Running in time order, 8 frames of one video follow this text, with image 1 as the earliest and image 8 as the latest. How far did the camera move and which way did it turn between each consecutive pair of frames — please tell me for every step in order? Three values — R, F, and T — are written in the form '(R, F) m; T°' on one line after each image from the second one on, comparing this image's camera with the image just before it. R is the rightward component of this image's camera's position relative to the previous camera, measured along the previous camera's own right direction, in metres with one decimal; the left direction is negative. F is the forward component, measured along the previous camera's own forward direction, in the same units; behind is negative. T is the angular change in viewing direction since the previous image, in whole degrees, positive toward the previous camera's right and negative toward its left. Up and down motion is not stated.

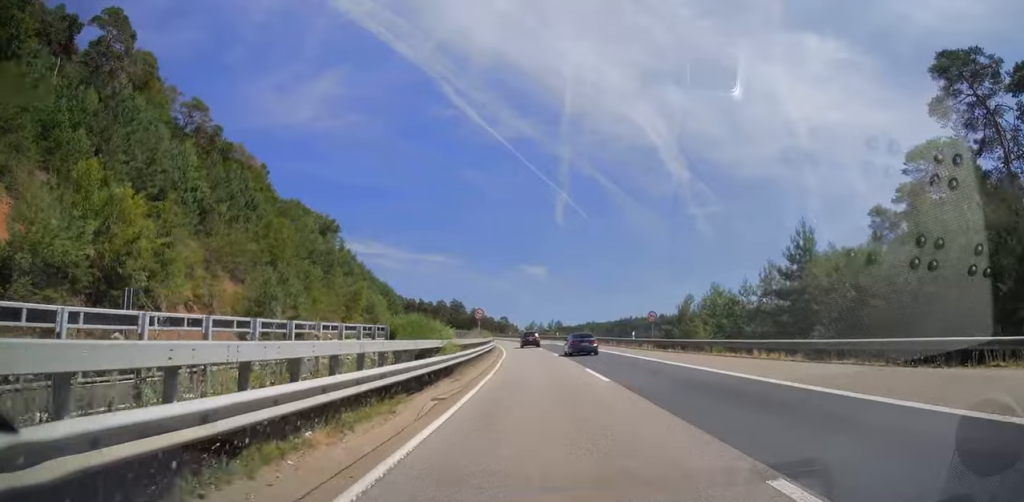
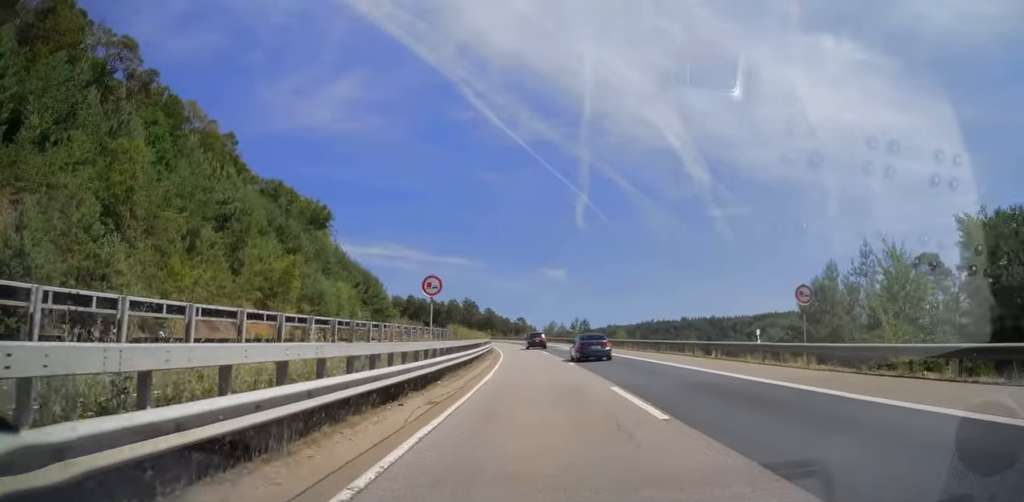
(-0.4, +26.0) m; -2°
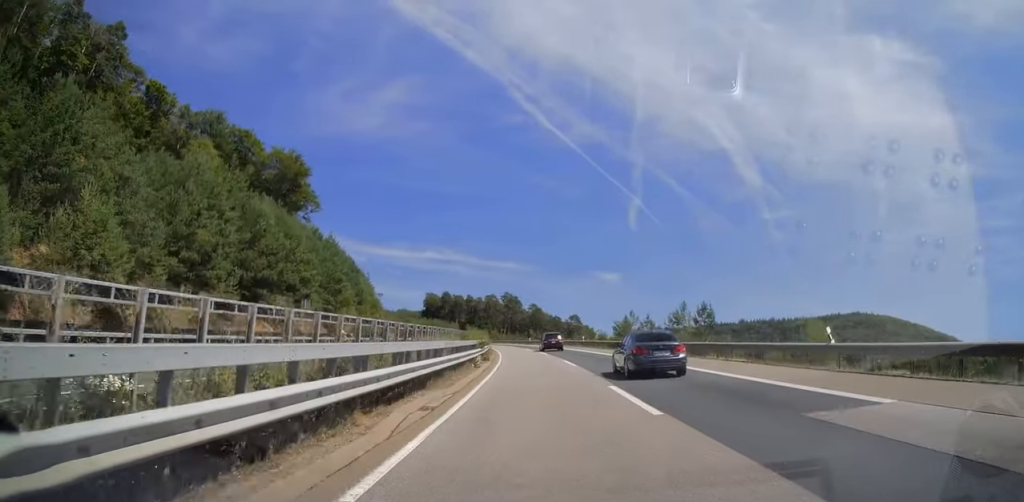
(-1.5, +53.9) m; -4°
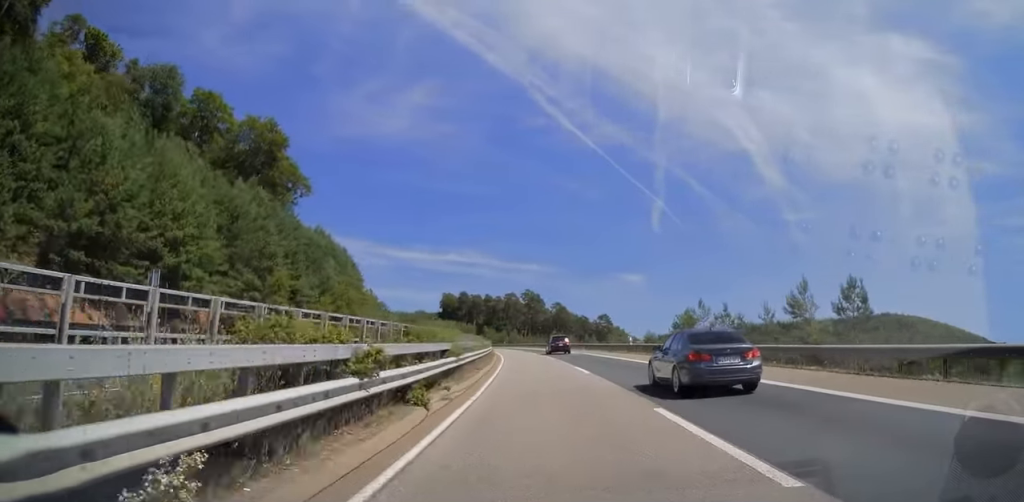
(-0.7, +22.9) m; -2°
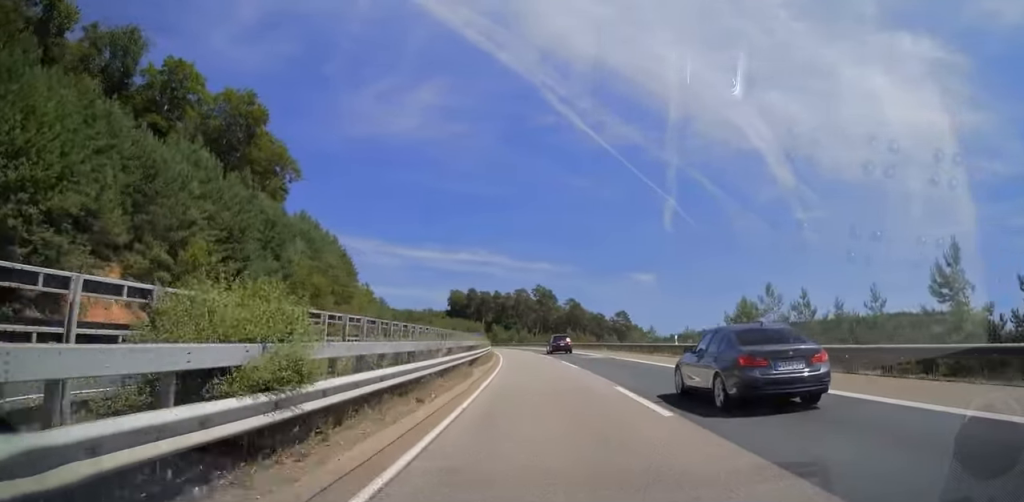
(-0.2, +13.4) m; -1°
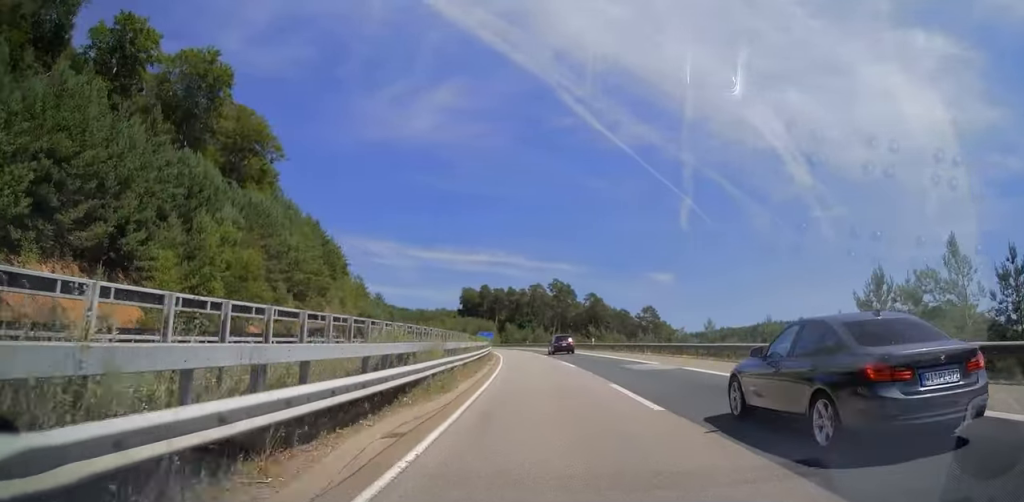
(-0.1, +17.2) m; -2°
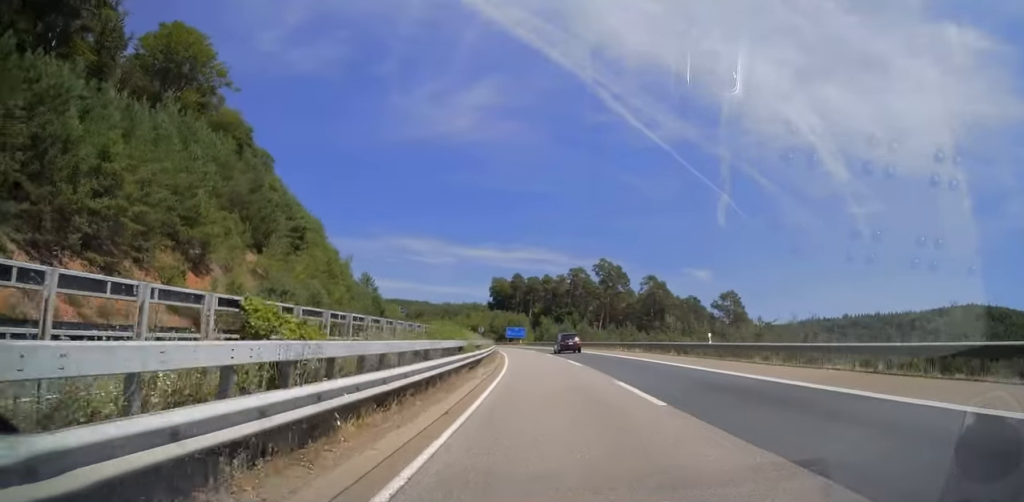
(-1.2, +35.8) m; -3°
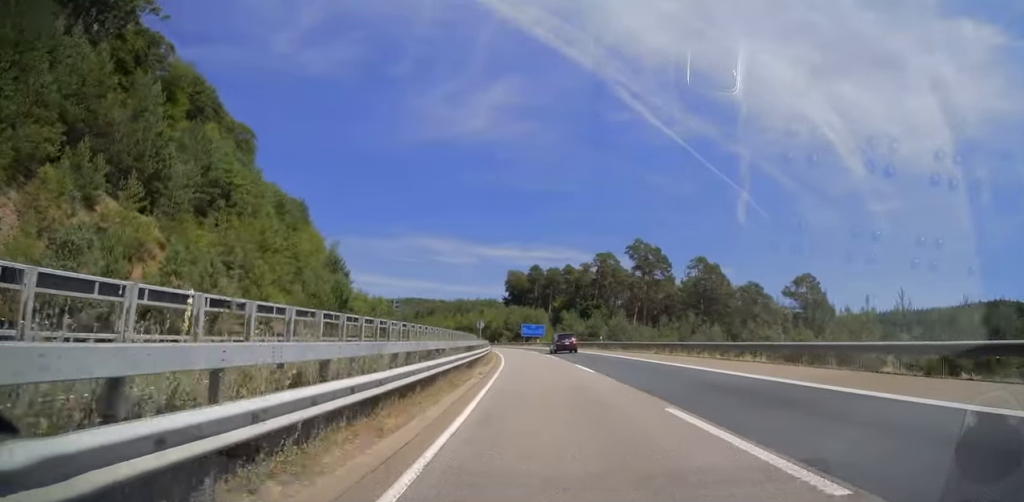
(-0.2, +24.3) m; -1°
